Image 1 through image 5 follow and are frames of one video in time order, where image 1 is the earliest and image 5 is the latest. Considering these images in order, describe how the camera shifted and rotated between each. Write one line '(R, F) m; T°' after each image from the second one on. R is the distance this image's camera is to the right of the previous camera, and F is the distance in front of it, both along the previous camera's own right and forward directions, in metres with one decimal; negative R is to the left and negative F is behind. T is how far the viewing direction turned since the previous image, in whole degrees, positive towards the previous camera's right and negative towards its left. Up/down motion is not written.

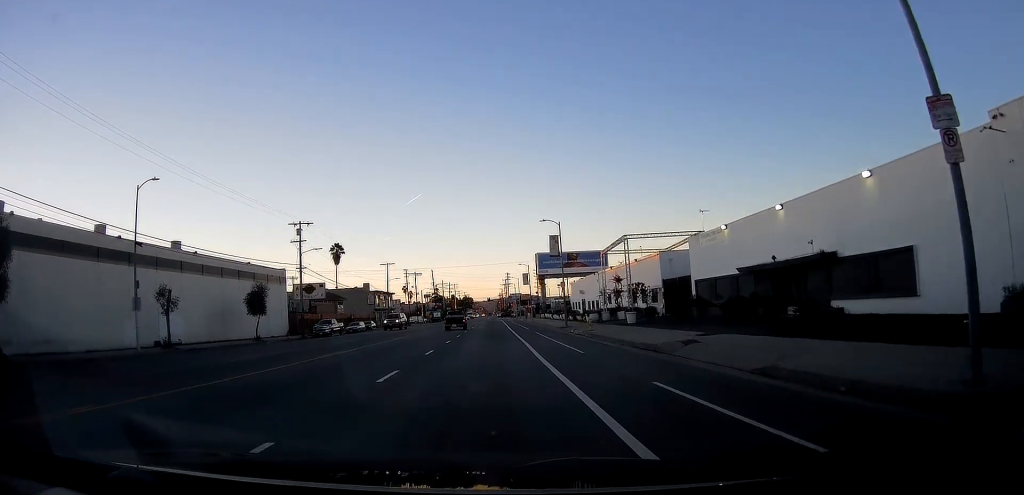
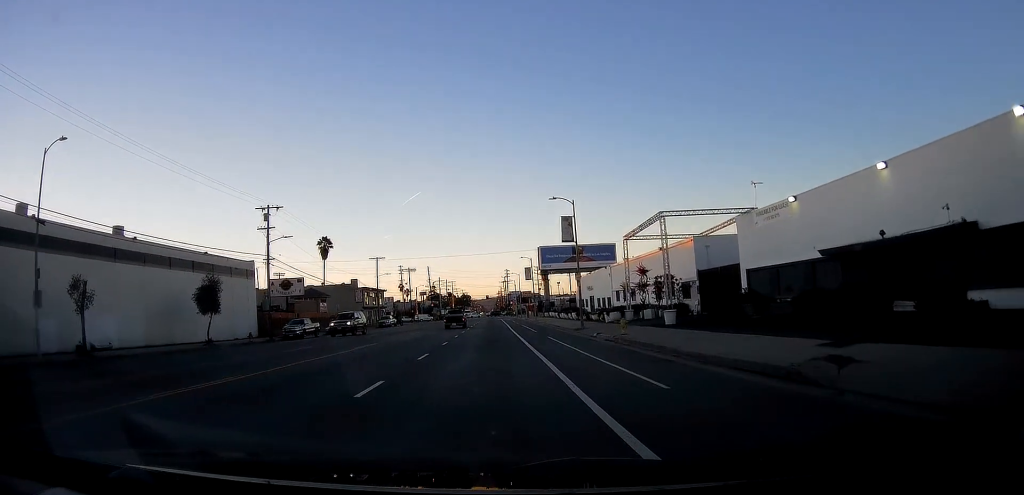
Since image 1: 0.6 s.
(0.0, +9.2) m; 0°
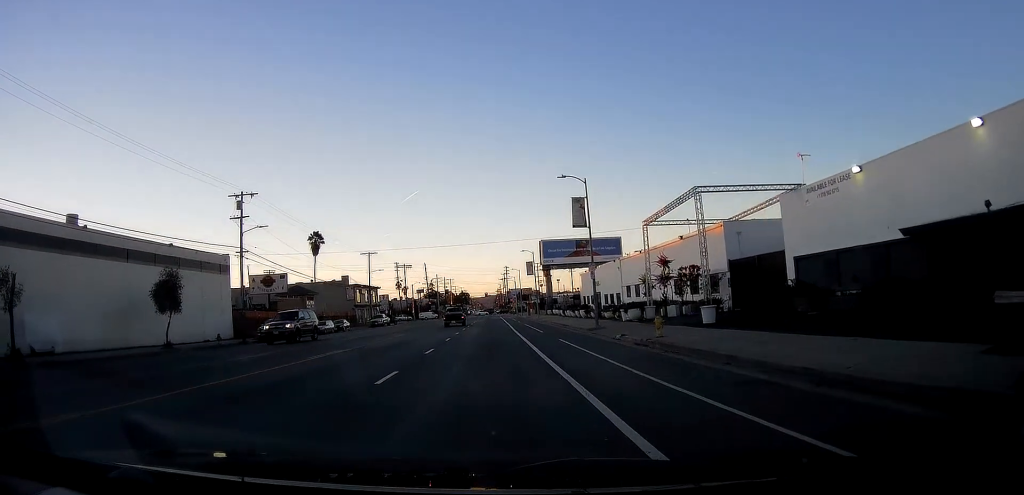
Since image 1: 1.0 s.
(0.0, +6.0) m; 0°
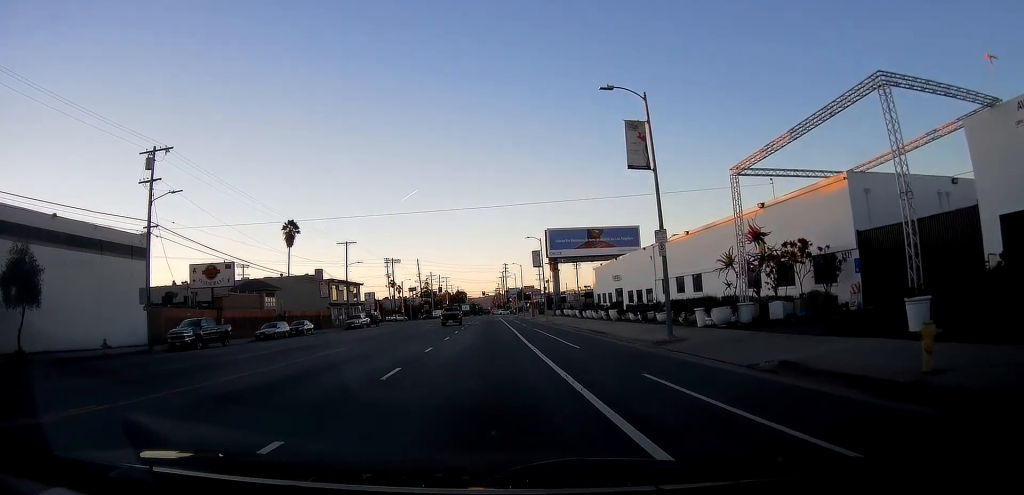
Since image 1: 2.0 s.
(0.0, +14.4) m; -3°
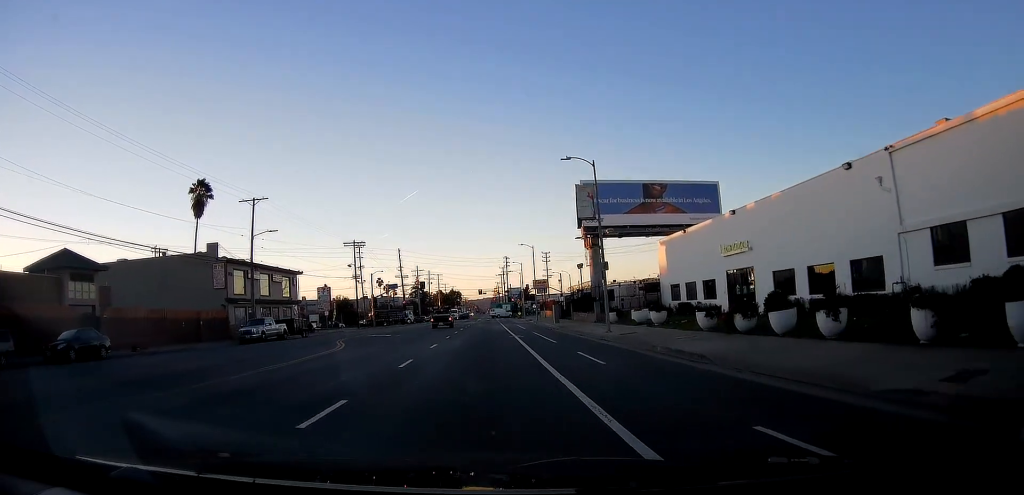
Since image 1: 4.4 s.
(+0.3, +34.5) m; +3°
